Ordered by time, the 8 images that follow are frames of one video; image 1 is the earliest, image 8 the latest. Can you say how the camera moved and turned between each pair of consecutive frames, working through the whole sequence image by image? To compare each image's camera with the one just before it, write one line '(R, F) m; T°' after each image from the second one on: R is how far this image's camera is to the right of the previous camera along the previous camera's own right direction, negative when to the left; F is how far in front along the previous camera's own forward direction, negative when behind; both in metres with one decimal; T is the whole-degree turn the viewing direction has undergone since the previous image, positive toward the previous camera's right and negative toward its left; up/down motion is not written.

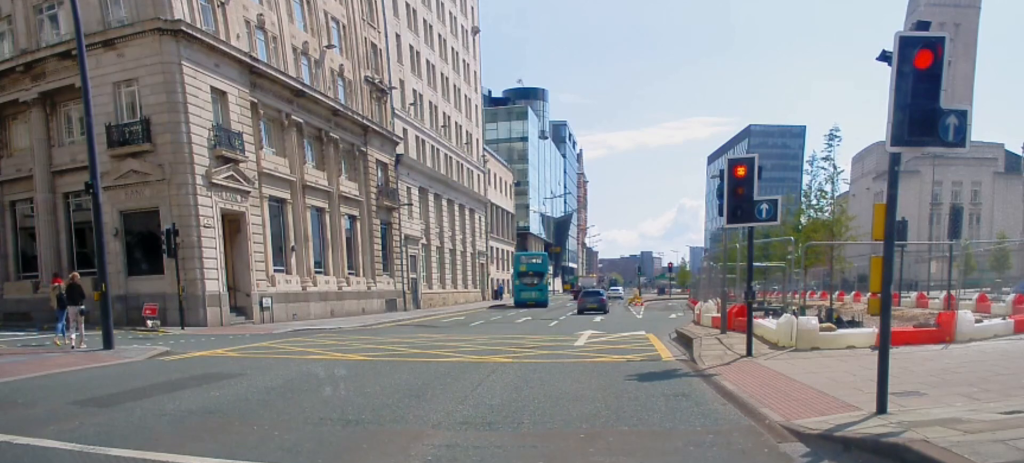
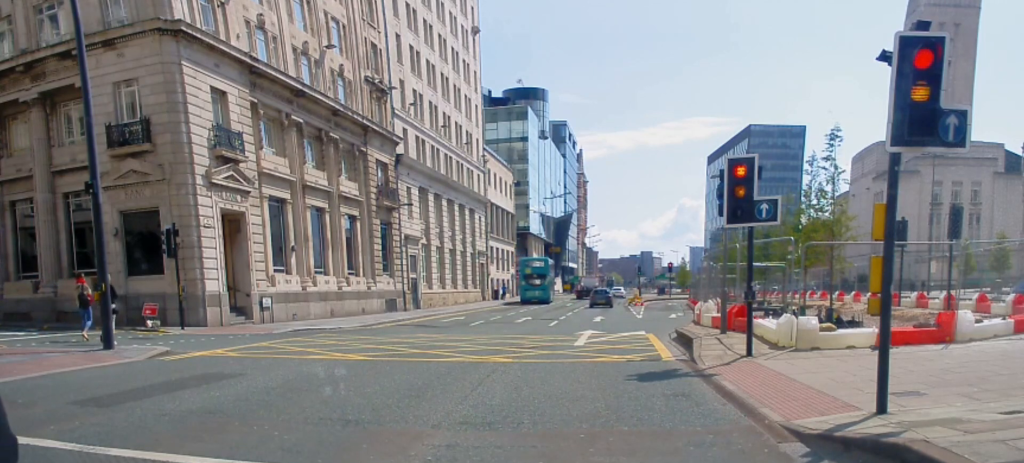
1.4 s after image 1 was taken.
(0.0, 0.0) m; 0°
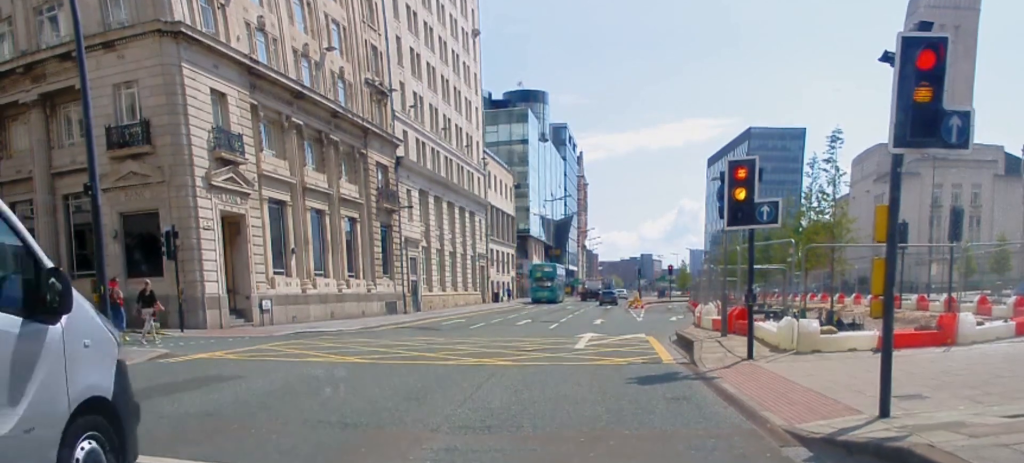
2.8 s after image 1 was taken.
(0.0, 0.0) m; 0°
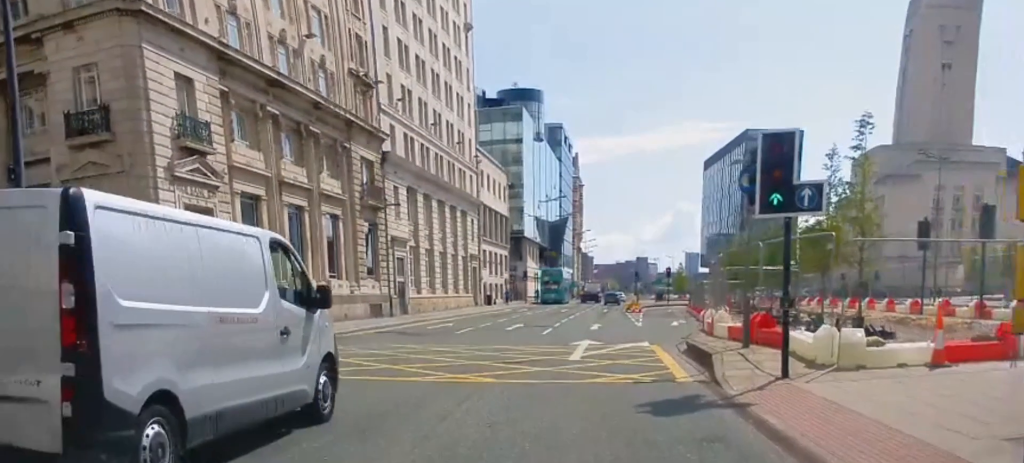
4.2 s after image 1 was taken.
(-0.2, +1.2) m; +1°
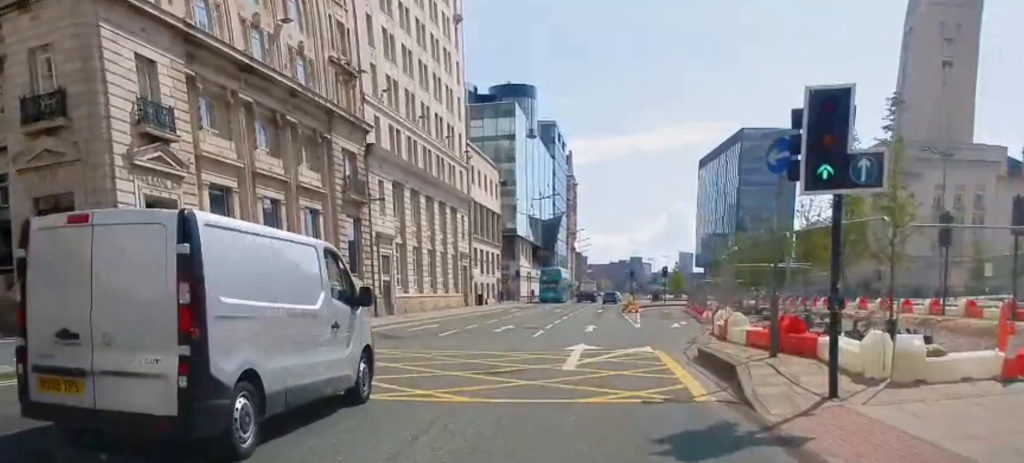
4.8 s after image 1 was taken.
(-0.2, +1.6) m; +1°
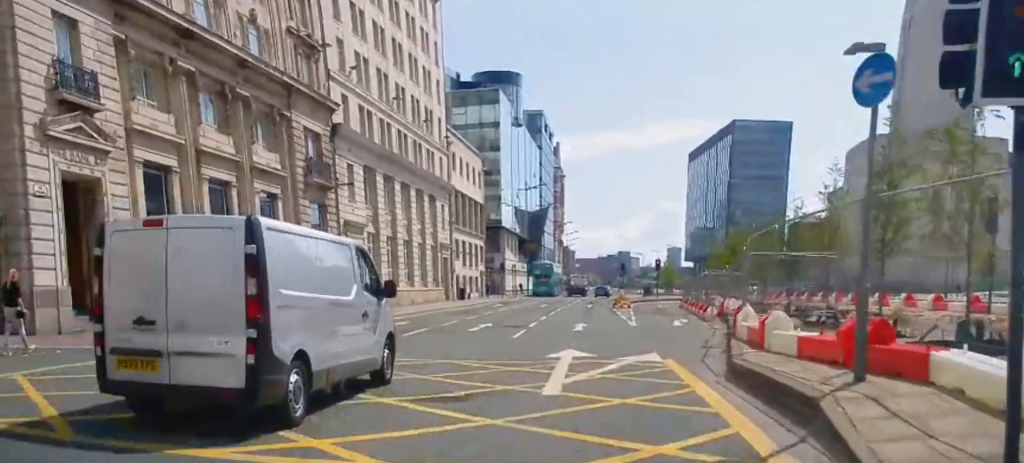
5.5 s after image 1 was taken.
(+0.3, +3.7) m; +2°
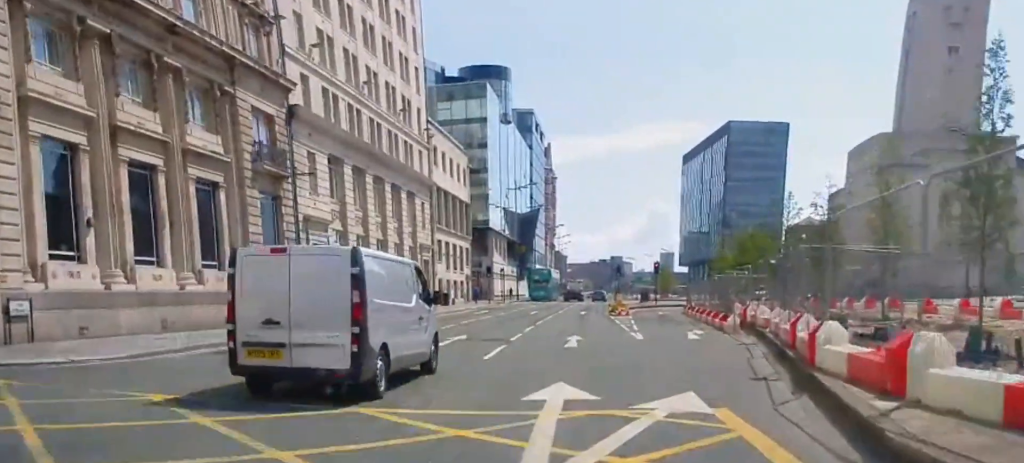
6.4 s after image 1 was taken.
(-0.1, +5.6) m; -4°
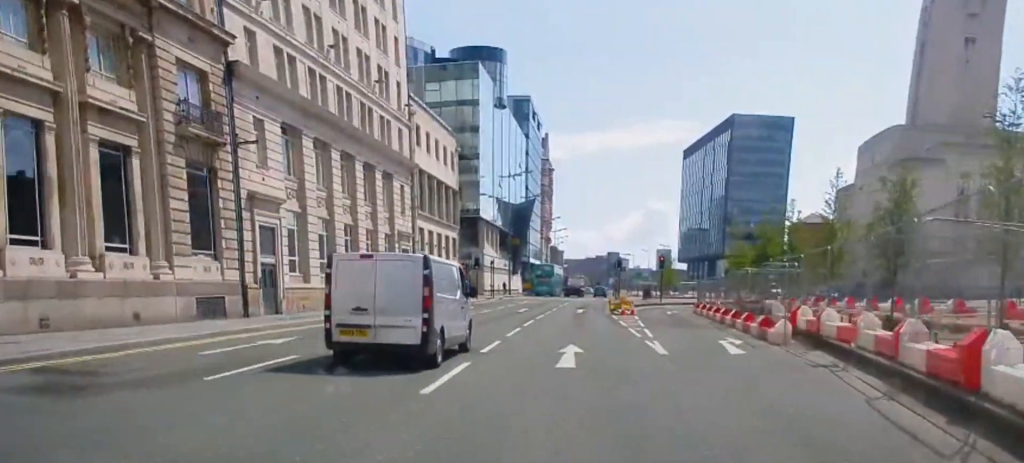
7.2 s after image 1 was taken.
(-0.3, +6.5) m; -2°
